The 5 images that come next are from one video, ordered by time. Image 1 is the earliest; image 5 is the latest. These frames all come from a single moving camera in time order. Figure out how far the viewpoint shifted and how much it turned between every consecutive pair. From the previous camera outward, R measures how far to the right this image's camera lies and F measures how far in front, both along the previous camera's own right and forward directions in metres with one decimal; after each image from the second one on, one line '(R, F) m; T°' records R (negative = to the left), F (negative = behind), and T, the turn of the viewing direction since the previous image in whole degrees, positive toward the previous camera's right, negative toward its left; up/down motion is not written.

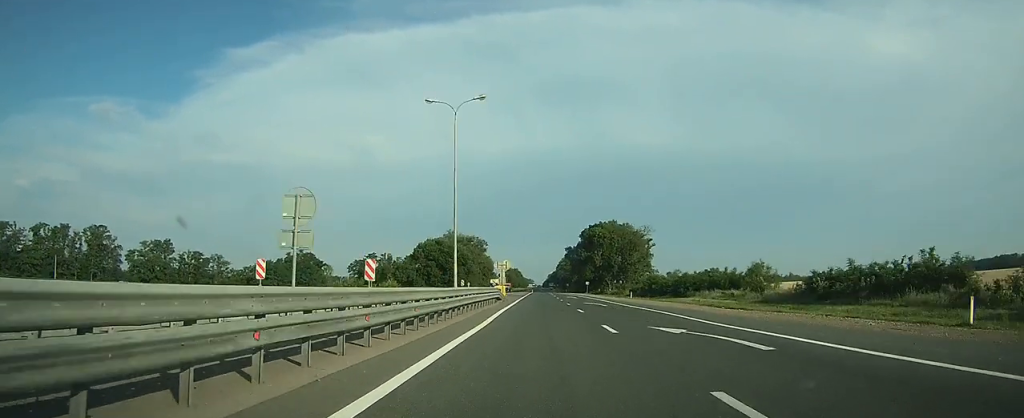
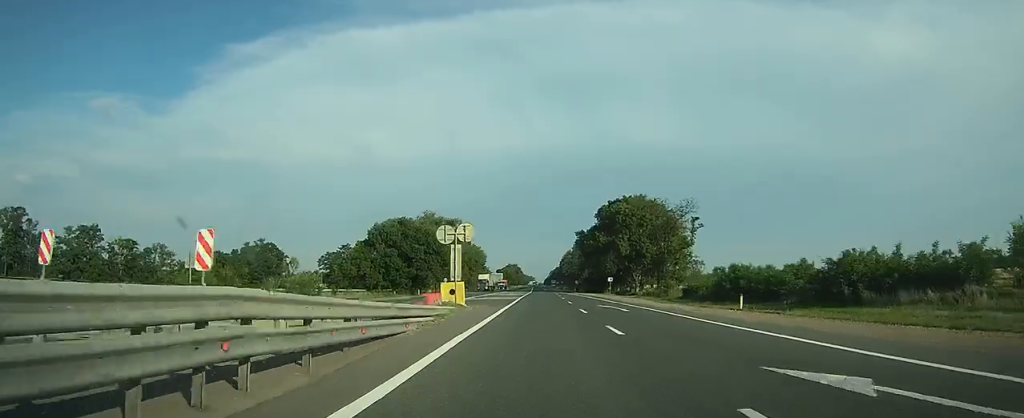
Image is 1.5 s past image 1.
(0.0, +35.3) m; 0°
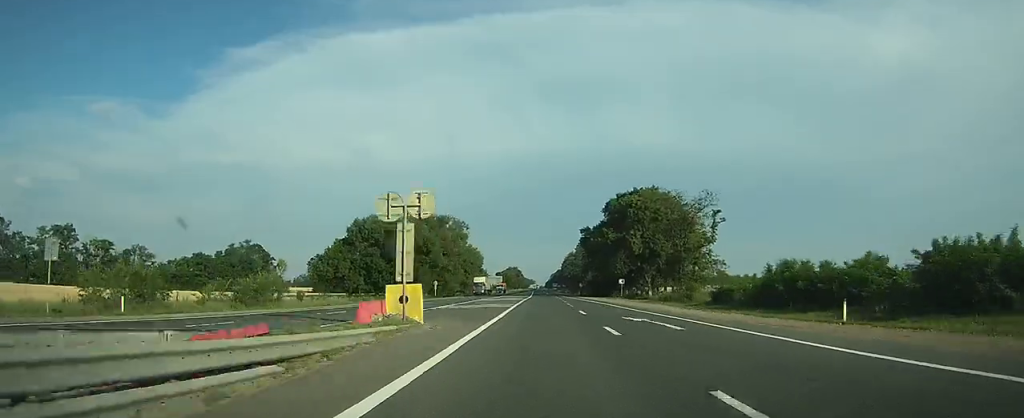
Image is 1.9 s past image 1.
(0.0, +10.3) m; 0°
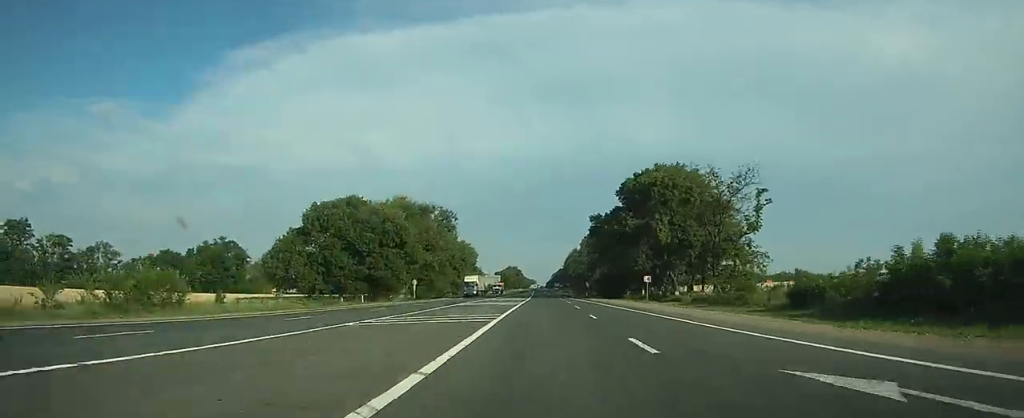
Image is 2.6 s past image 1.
(0.0, +15.7) m; 0°
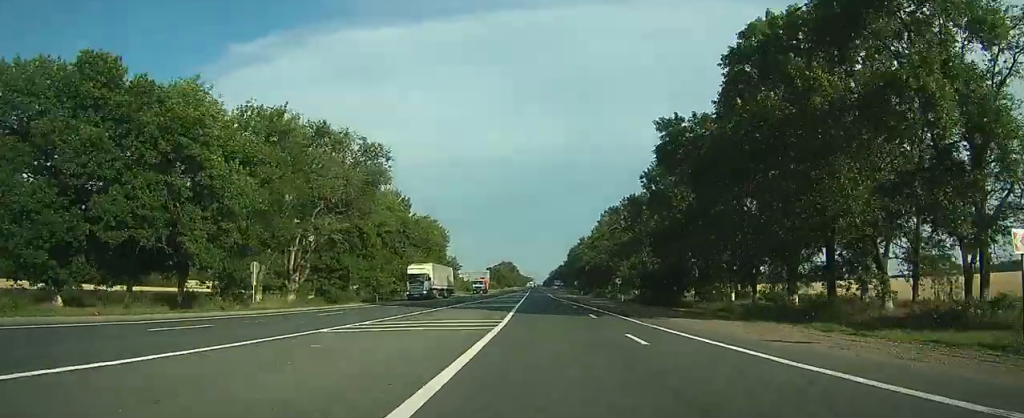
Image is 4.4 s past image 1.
(0.0, +41.4) m; 0°
